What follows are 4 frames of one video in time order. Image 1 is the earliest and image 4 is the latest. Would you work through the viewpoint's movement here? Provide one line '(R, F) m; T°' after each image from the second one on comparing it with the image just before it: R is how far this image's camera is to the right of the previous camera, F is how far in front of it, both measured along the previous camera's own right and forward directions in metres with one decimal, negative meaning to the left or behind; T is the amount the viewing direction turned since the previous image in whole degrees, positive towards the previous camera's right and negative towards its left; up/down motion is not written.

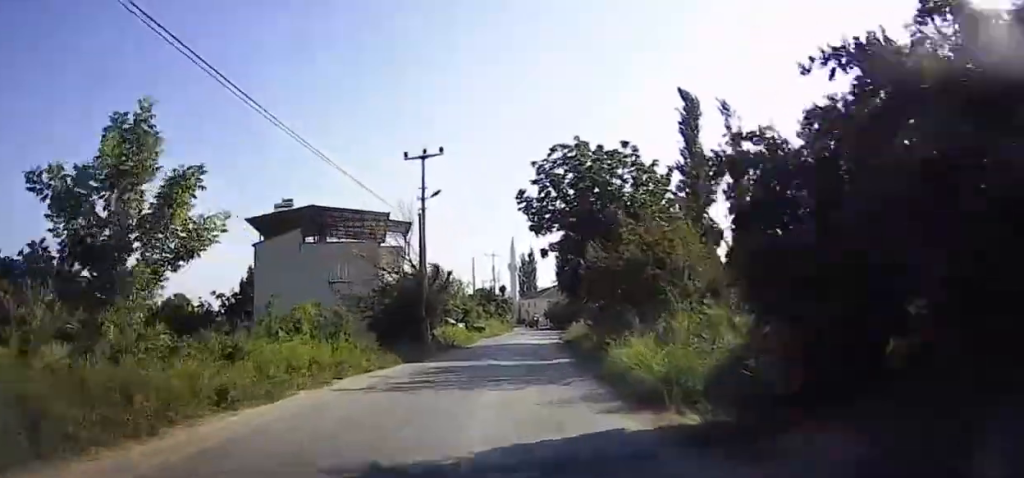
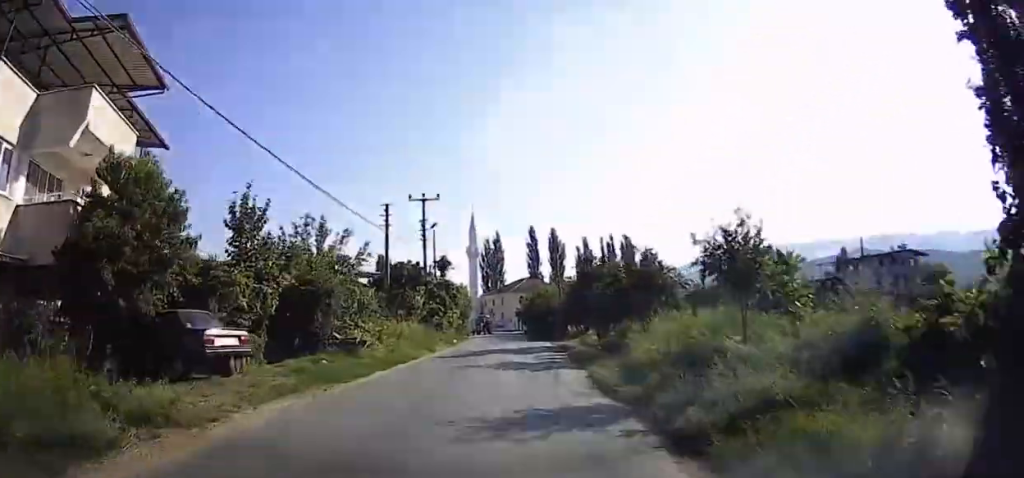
(+1.6, +35.6) m; +5°
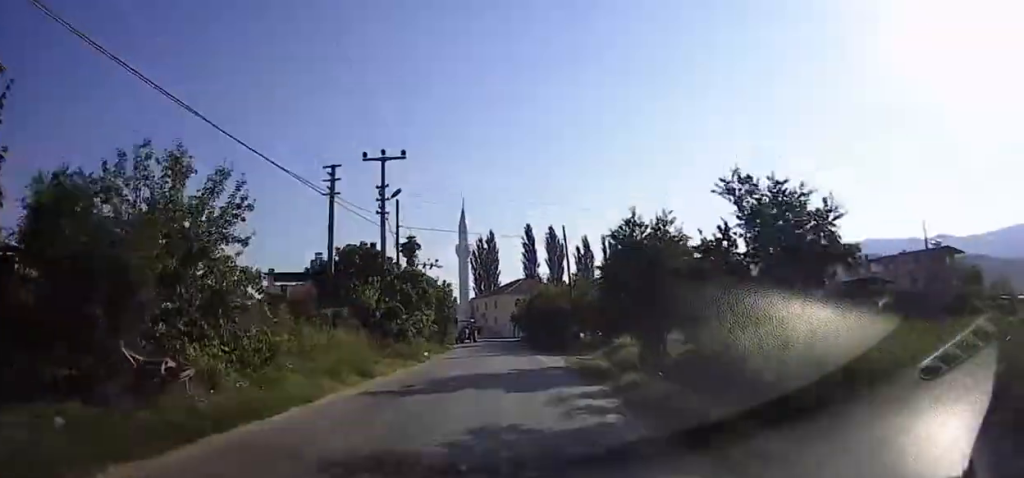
(+0.1, +12.6) m; +1°
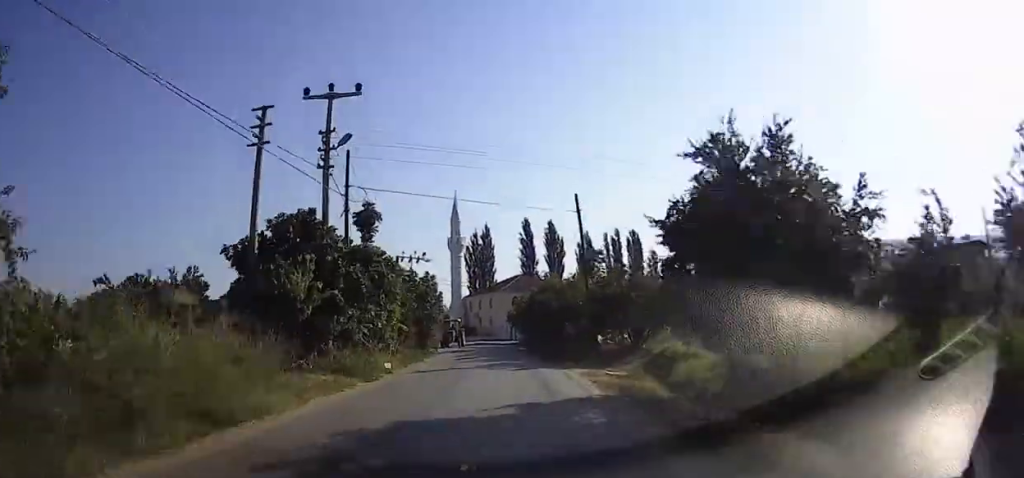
(+0.1, +9.5) m; 0°
